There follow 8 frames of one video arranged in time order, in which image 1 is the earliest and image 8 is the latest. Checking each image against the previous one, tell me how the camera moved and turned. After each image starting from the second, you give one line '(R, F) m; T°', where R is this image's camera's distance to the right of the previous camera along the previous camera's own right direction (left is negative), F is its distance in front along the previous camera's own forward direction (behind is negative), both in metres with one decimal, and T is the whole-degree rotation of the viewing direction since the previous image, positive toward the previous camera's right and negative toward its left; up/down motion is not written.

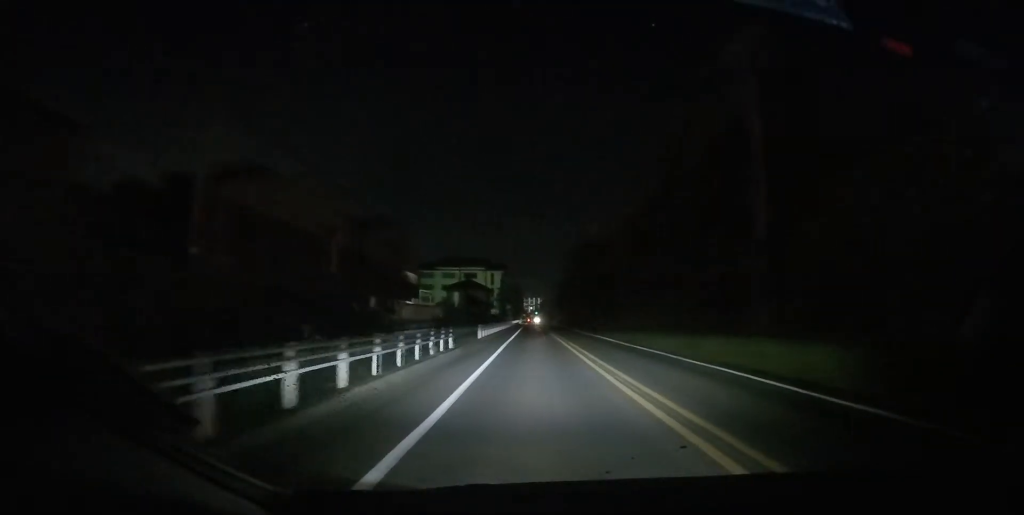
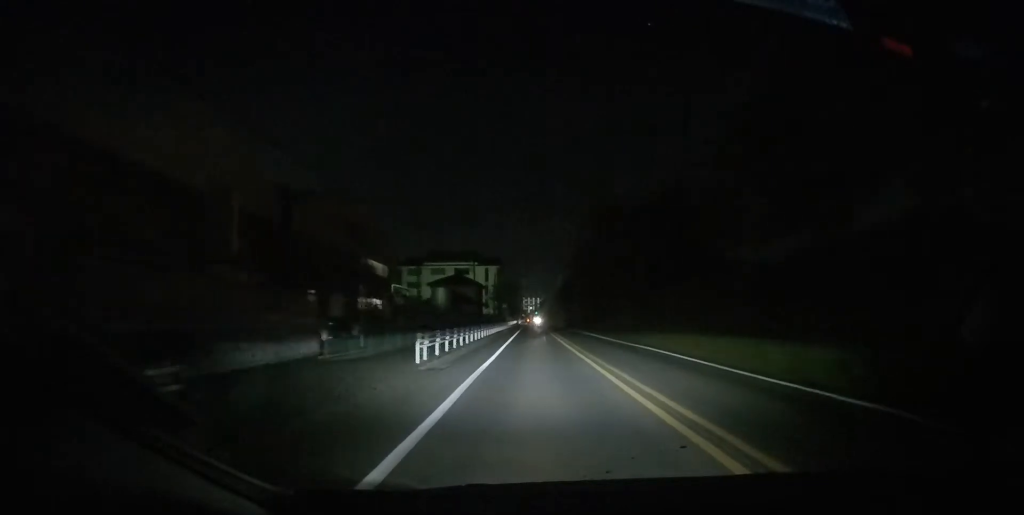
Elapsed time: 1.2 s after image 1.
(0.0, +16.4) m; 0°
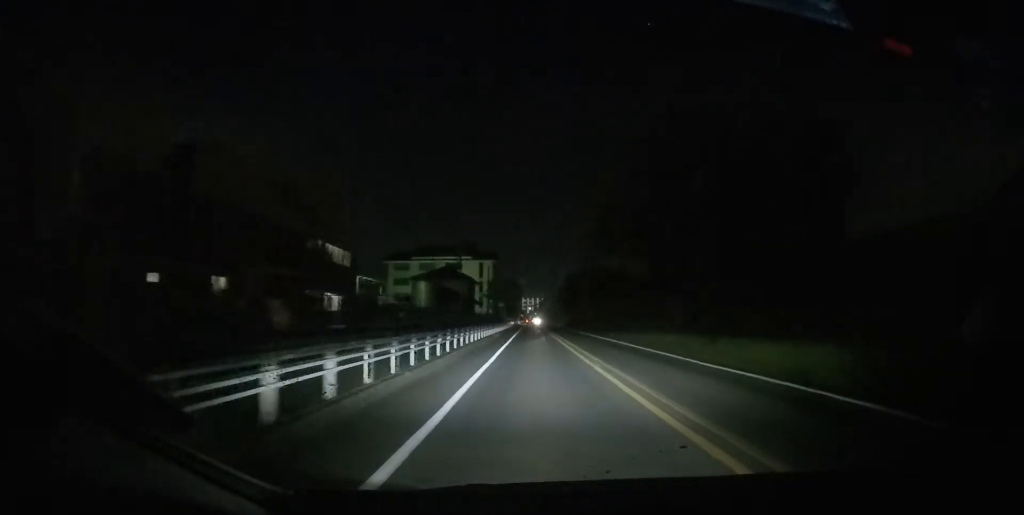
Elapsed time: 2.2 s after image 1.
(0.0, +13.6) m; 0°
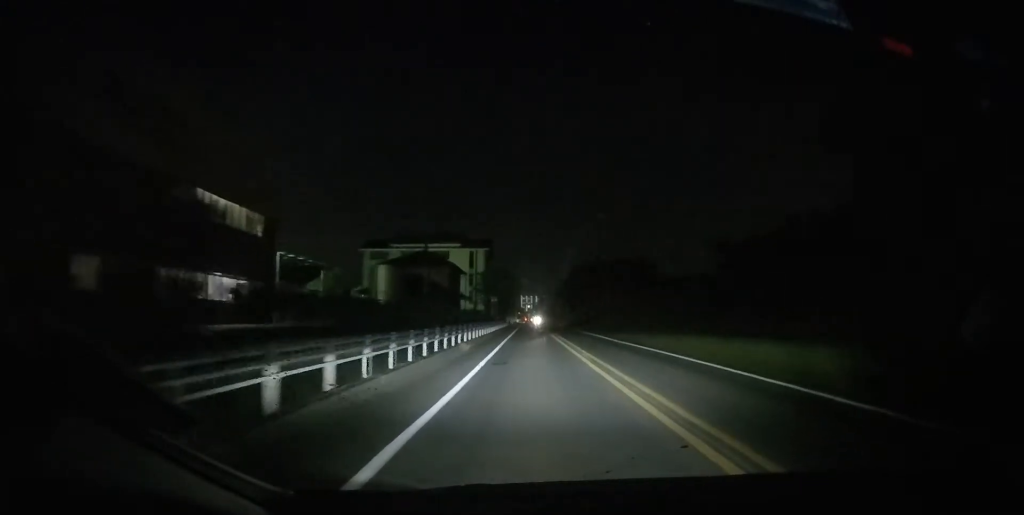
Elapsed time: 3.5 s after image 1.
(0.0, +17.7) m; 0°
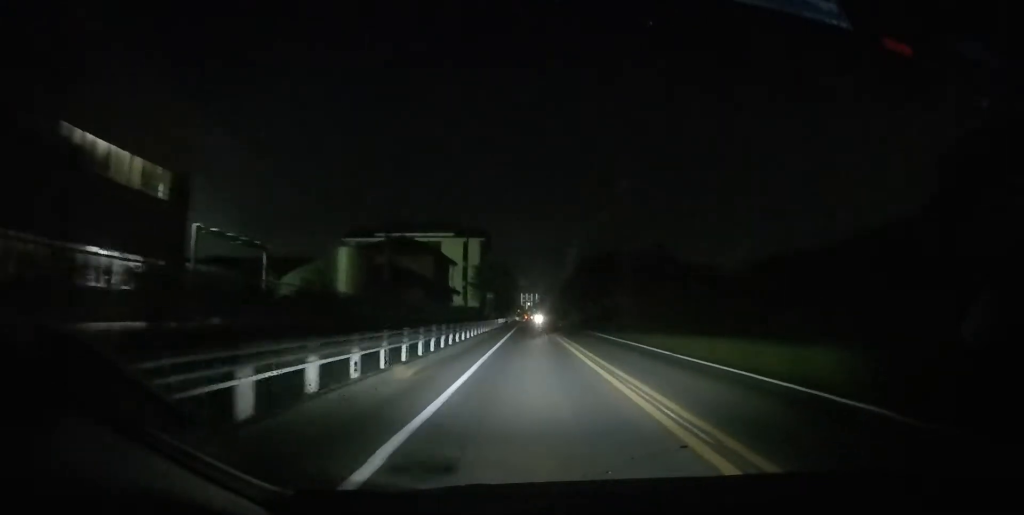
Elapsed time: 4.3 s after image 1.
(0.0, +10.6) m; 0°
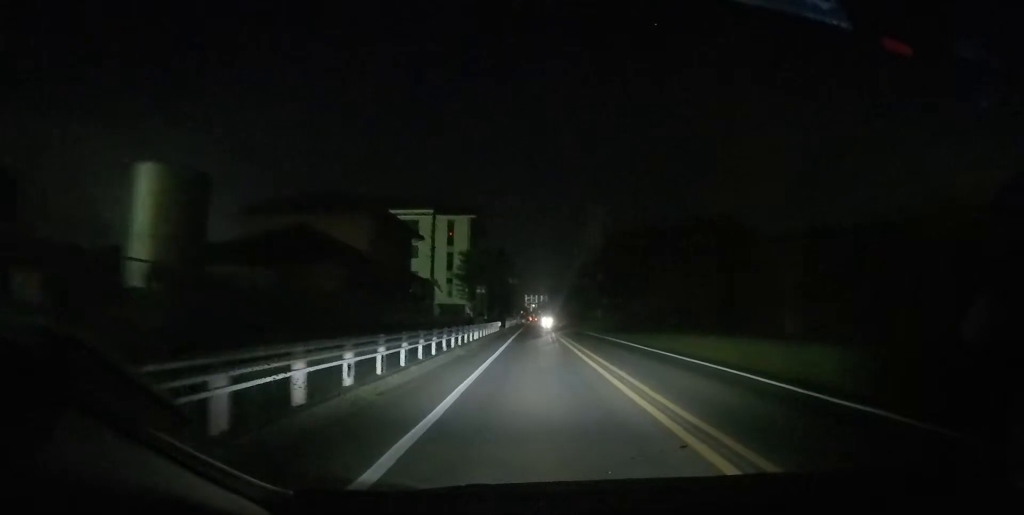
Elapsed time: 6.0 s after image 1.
(0.0, +22.7) m; 0°
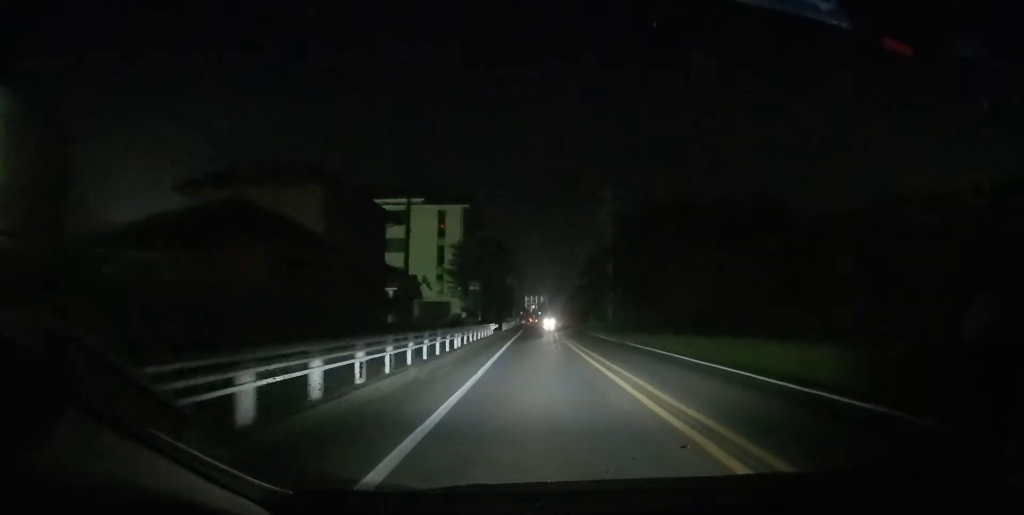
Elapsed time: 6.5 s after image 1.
(0.0, +7.5) m; 0°
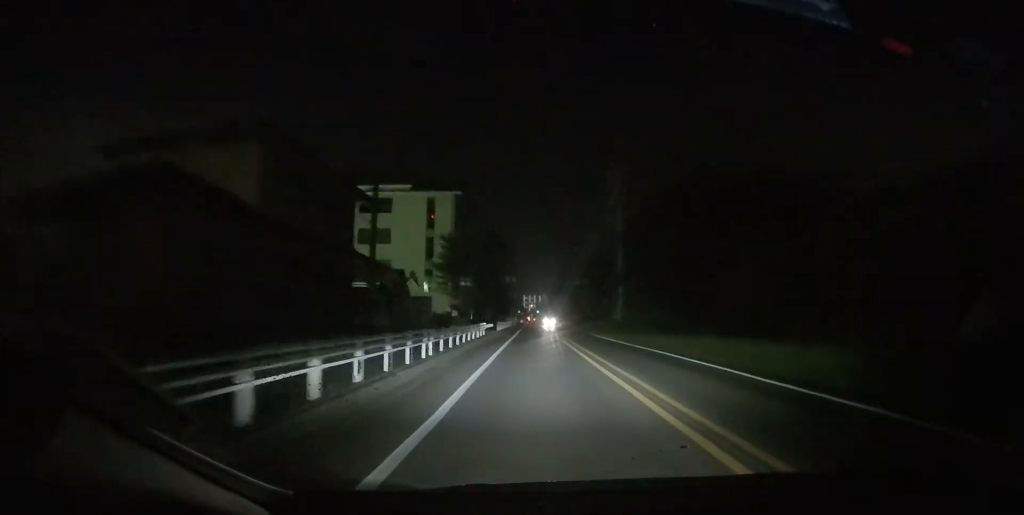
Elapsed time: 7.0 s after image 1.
(0.0, +5.9) m; 0°
